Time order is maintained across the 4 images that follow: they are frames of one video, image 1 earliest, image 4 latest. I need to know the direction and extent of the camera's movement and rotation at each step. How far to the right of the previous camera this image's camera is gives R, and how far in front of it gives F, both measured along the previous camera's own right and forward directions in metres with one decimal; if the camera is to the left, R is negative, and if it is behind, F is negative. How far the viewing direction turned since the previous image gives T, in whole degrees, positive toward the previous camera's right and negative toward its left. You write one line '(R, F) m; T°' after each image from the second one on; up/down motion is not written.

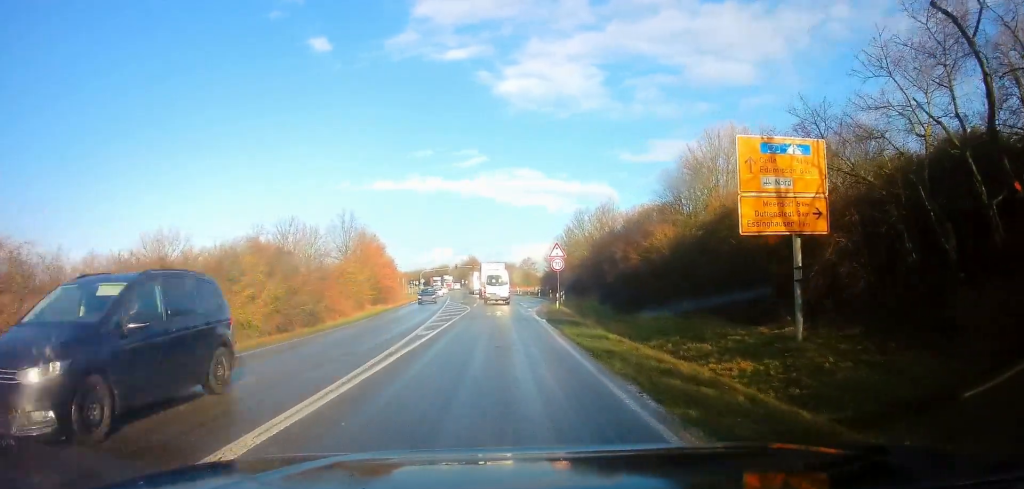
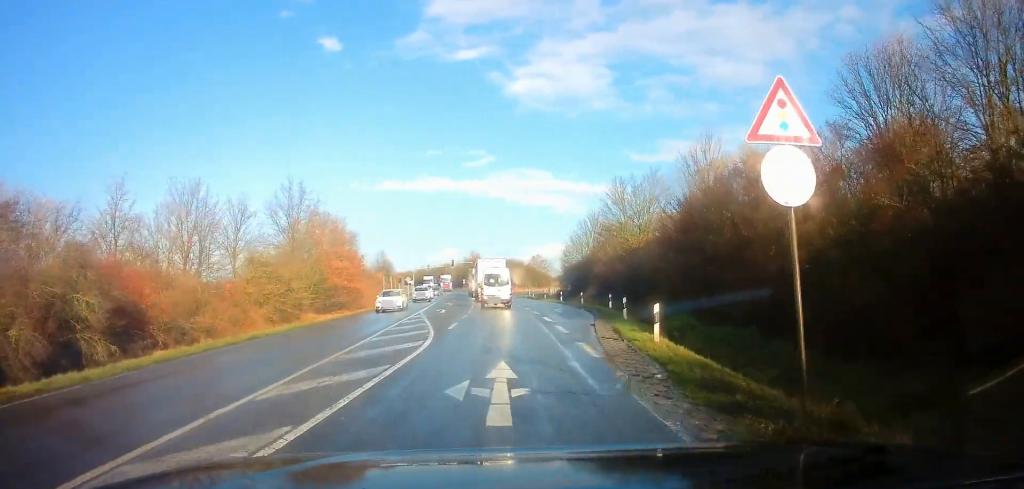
(-0.3, +20.6) m; -1°
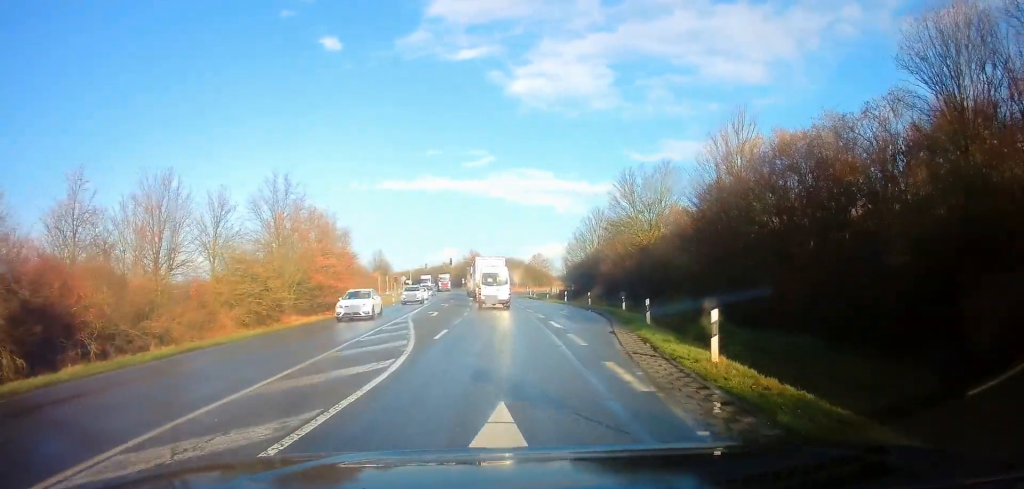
(0.0, +3.7) m; -1°
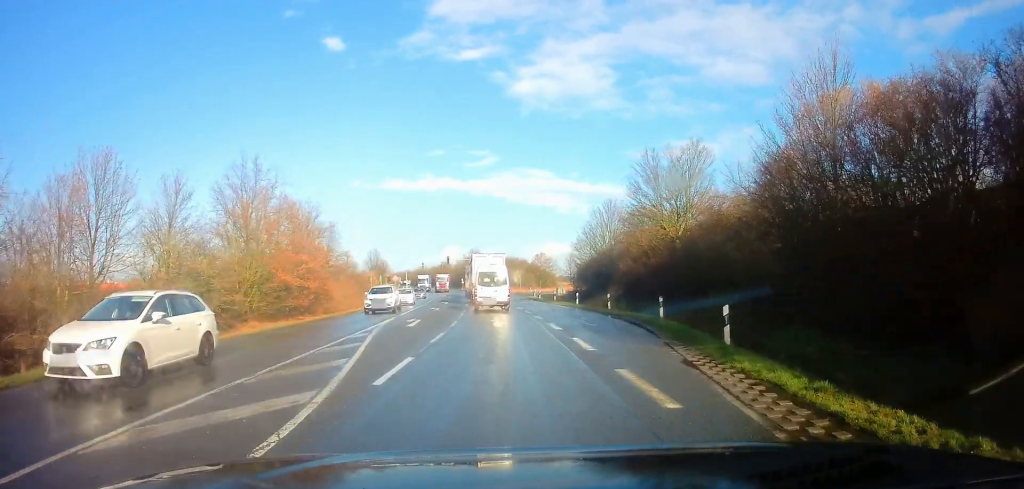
(-0.1, +6.8) m; 0°
